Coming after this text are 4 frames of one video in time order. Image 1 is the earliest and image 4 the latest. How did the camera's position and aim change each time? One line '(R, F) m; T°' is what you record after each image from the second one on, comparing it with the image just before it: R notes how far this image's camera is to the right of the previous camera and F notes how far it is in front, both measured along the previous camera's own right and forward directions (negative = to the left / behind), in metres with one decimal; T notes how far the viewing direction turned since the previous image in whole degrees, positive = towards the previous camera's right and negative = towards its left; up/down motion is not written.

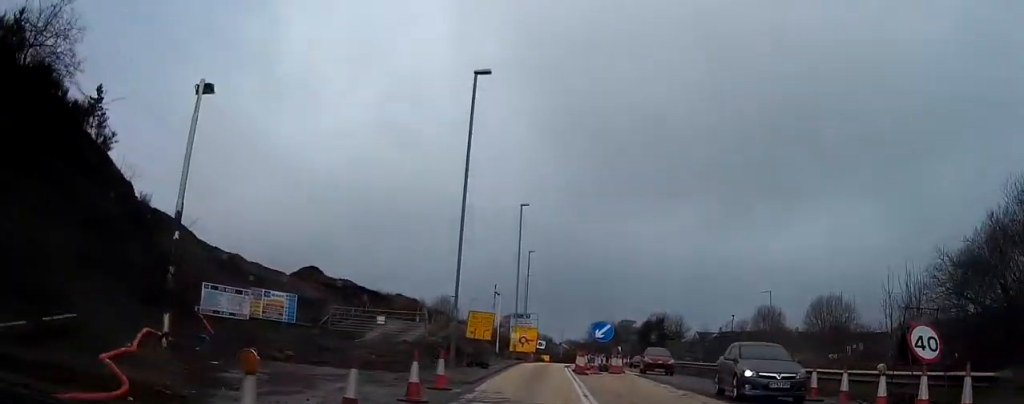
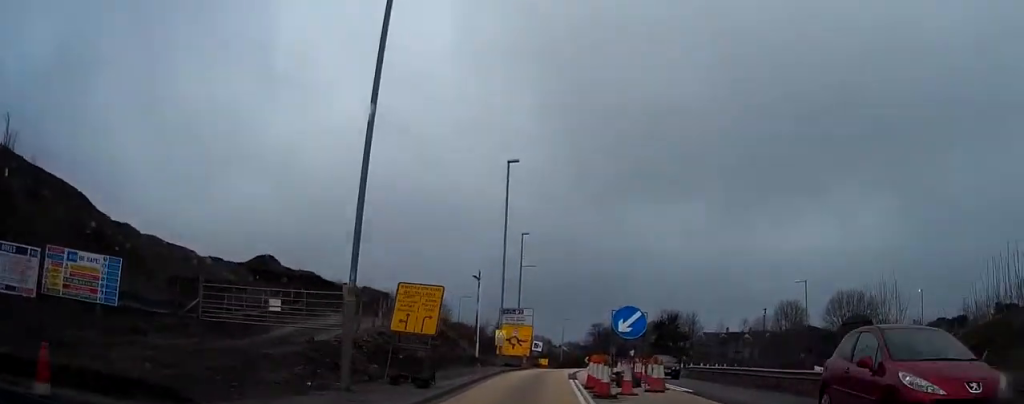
(0.0, +14.5) m; 0°
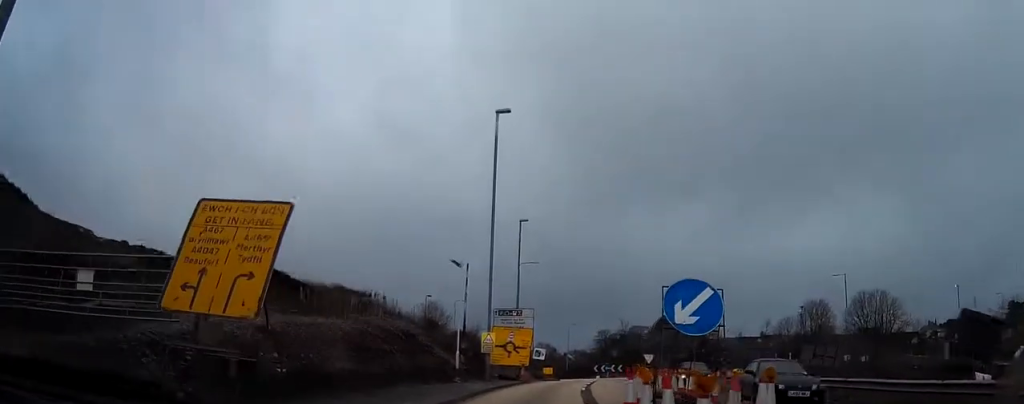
(0.0, +10.8) m; +1°
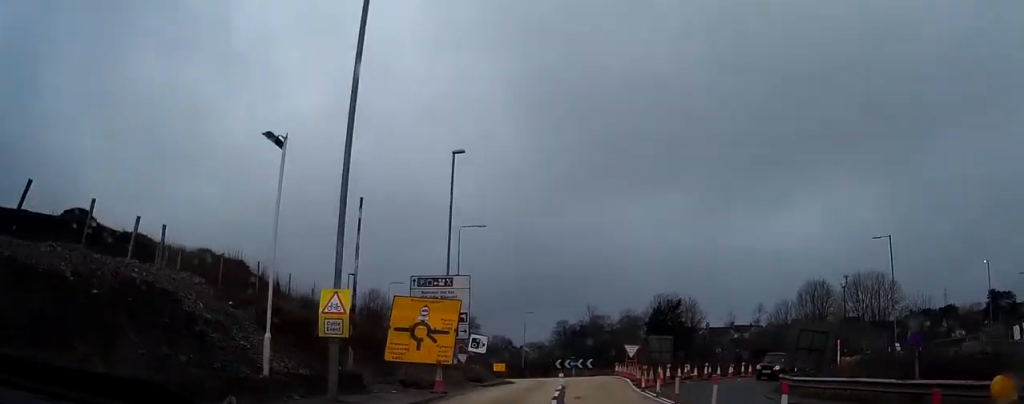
(+0.5, +18.7) m; +3°
